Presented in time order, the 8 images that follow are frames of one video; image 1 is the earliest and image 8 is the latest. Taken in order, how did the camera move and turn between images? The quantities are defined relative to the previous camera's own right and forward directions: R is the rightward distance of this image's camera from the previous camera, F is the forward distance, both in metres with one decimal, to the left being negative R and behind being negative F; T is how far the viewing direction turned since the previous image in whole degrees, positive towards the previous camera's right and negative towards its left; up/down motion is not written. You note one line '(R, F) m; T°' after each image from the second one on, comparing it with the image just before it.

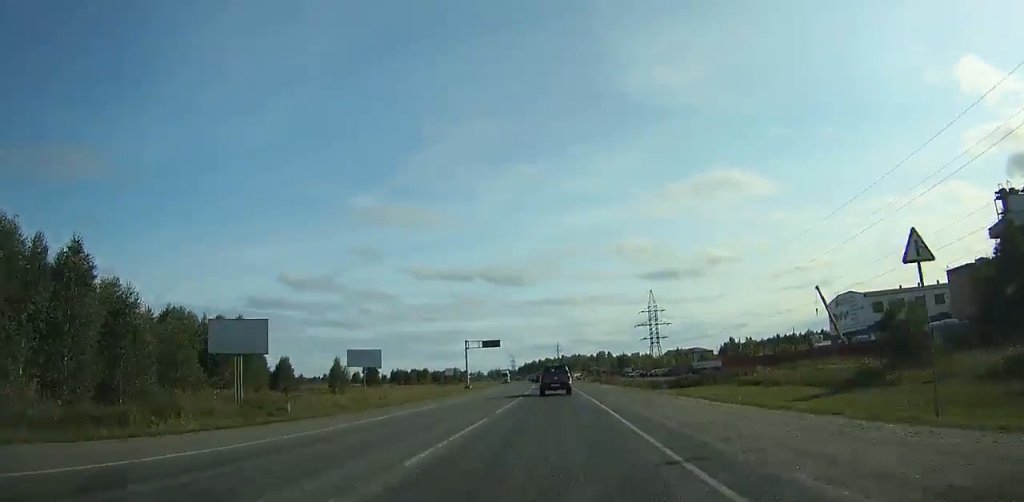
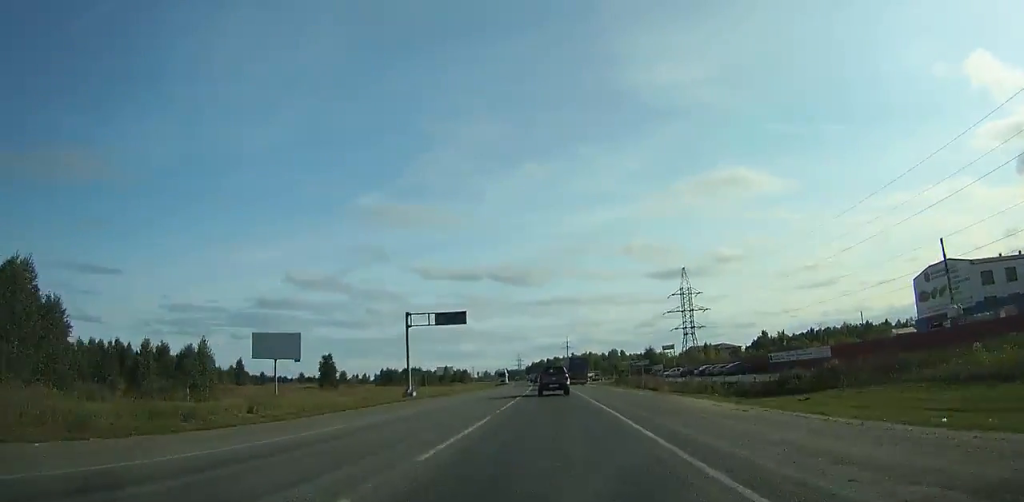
(-0.2, +34.6) m; -1°
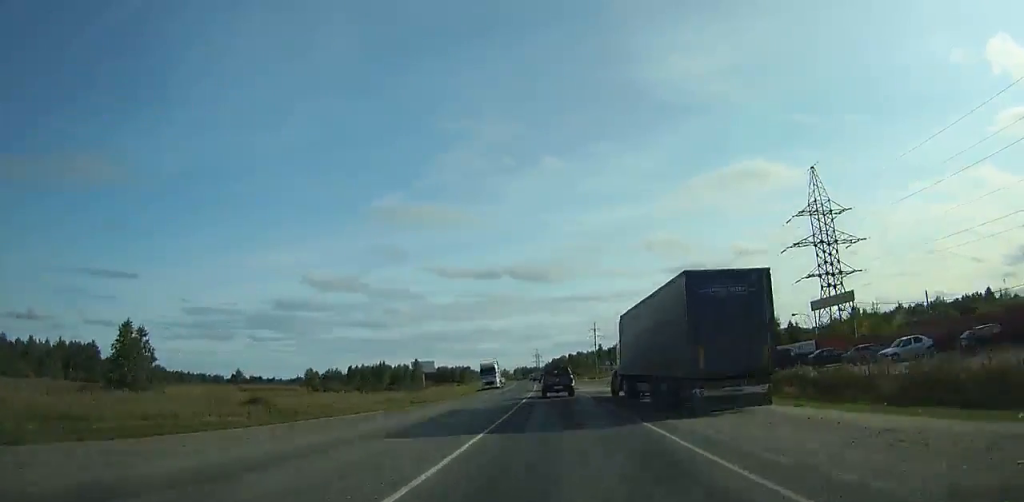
(-1.0, +66.8) m; -2°
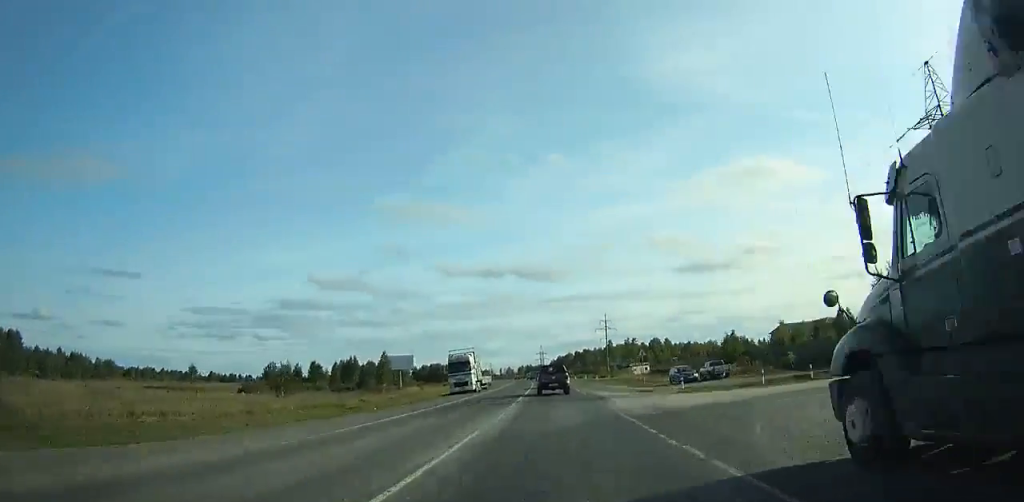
(-0.1, +29.1) m; -1°
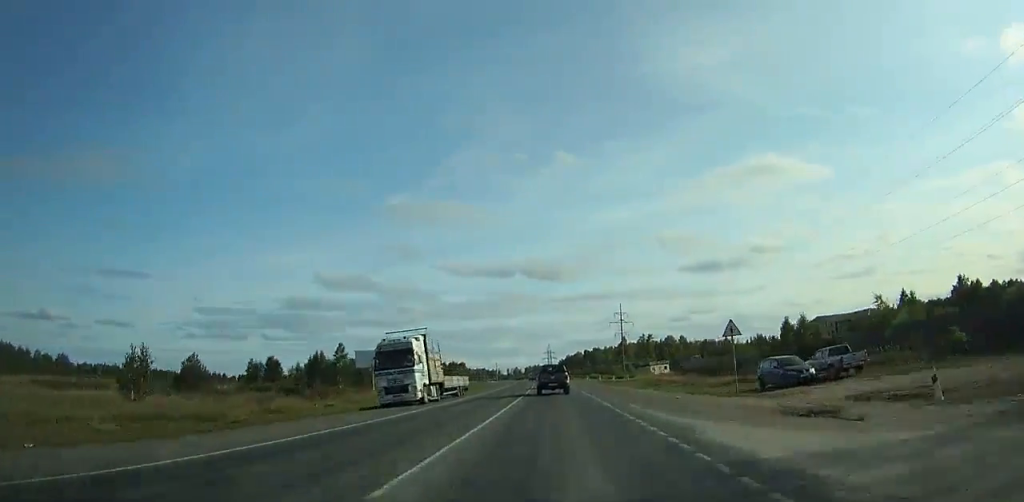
(+0.2, +24.2) m; -1°
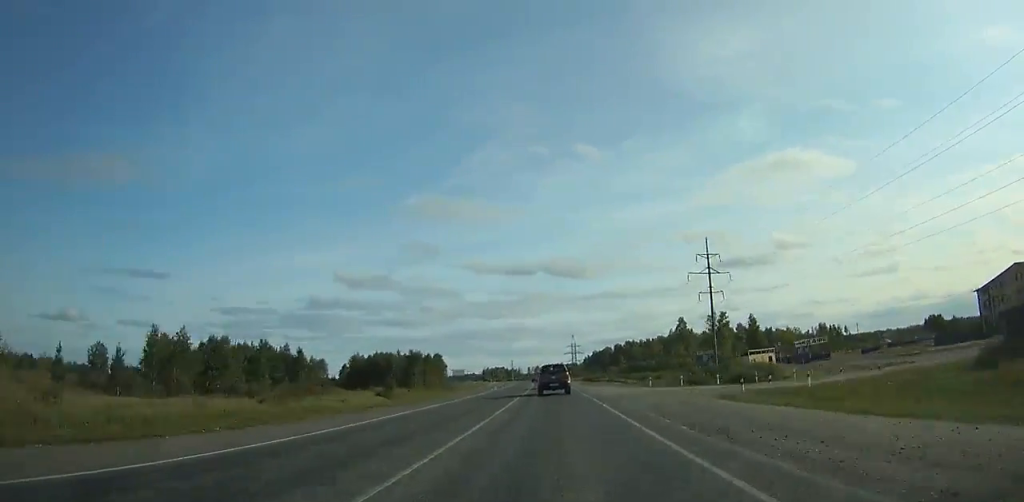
(-2.3, +83.2) m; -2°
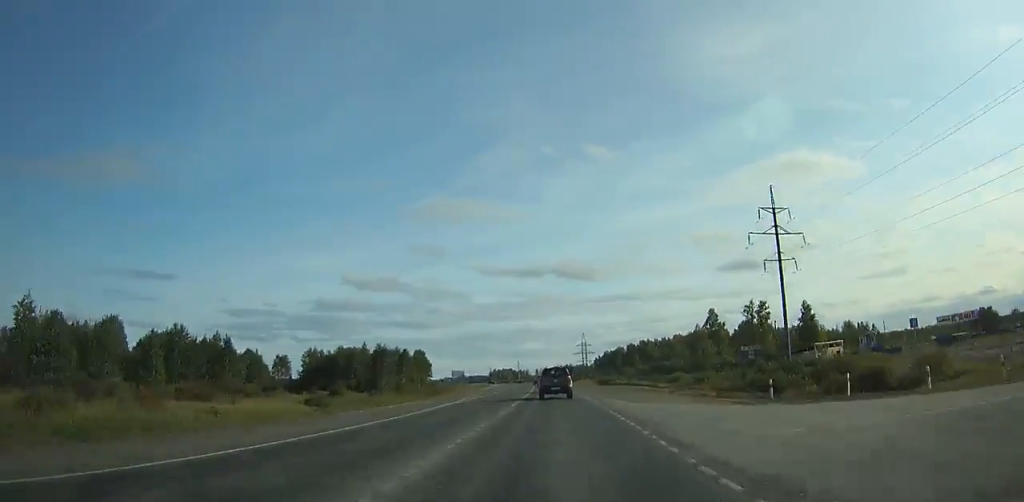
(0.0, +26.7) m; 0°
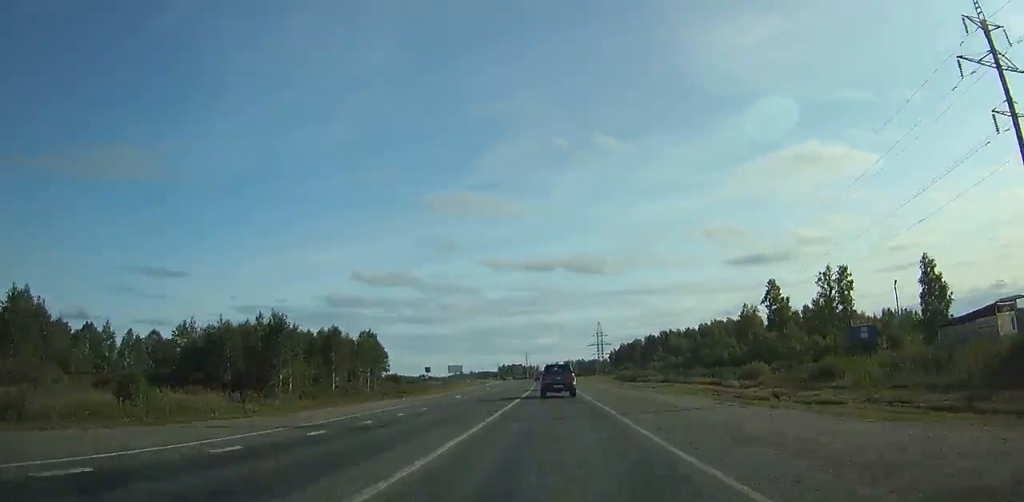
(-0.3, +37.3) m; -1°
